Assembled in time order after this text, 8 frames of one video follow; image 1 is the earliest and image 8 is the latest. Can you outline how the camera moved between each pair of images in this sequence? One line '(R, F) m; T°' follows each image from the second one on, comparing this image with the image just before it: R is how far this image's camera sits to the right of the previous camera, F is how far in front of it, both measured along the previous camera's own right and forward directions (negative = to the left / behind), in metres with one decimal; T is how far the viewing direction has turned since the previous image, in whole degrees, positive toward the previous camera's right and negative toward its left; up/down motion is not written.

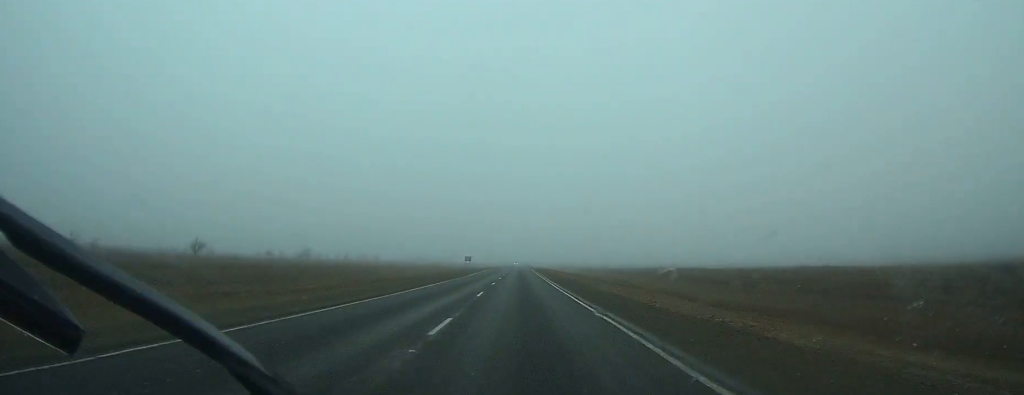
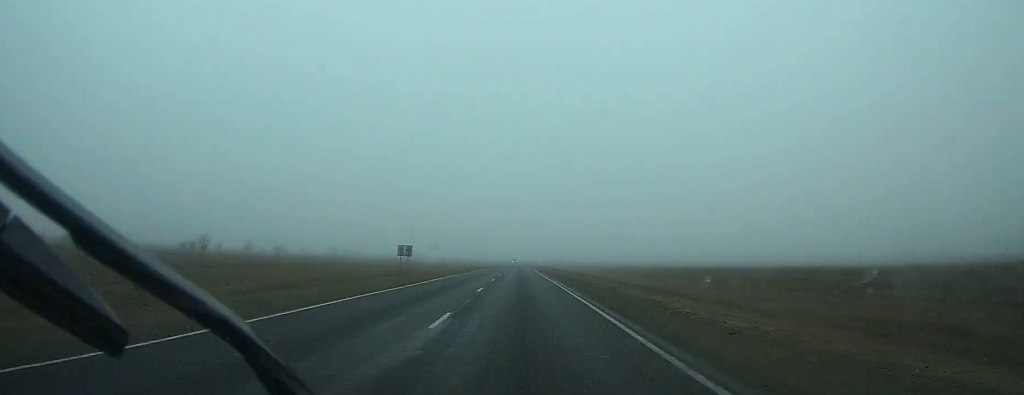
(0.0, +74.8) m; 0°
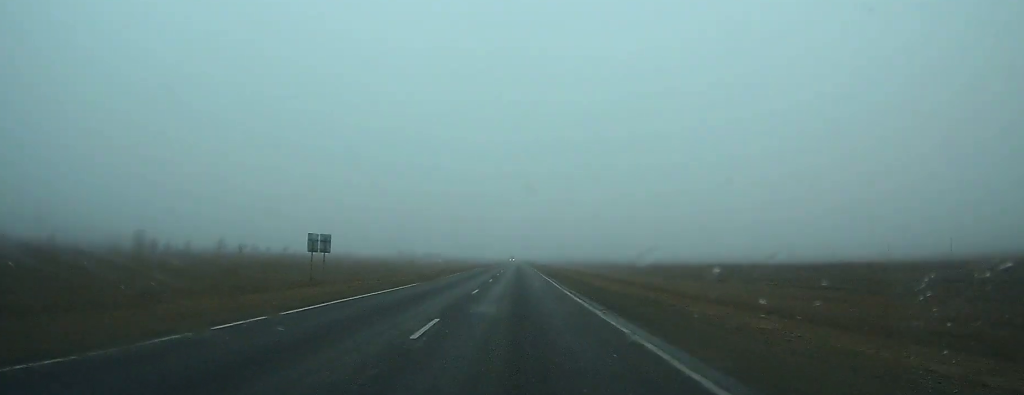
(0.0, +26.1) m; 0°
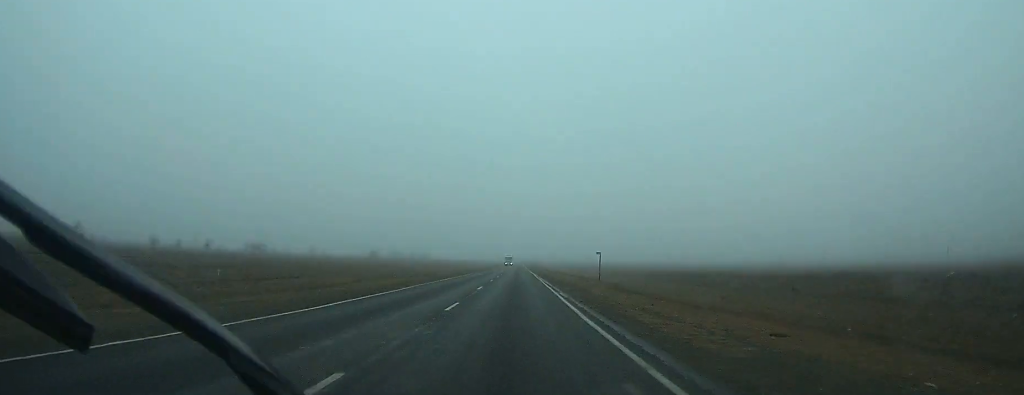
(0.0, +88.8) m; 0°
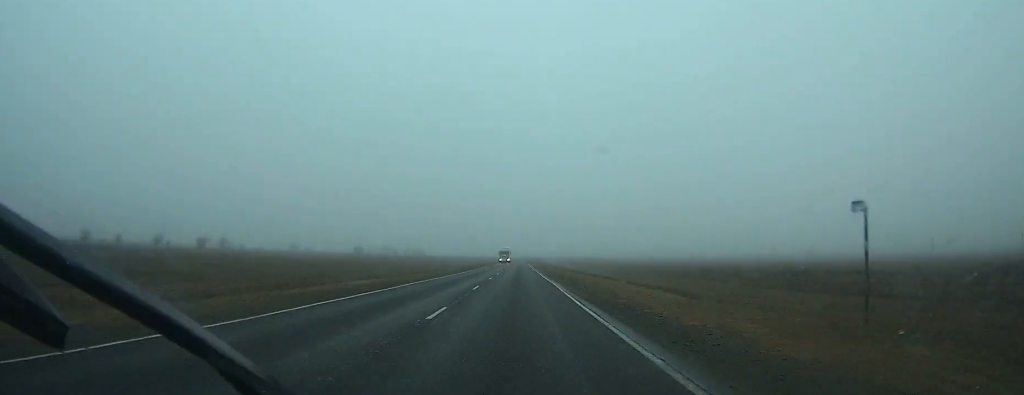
(0.0, +38.1) m; 0°
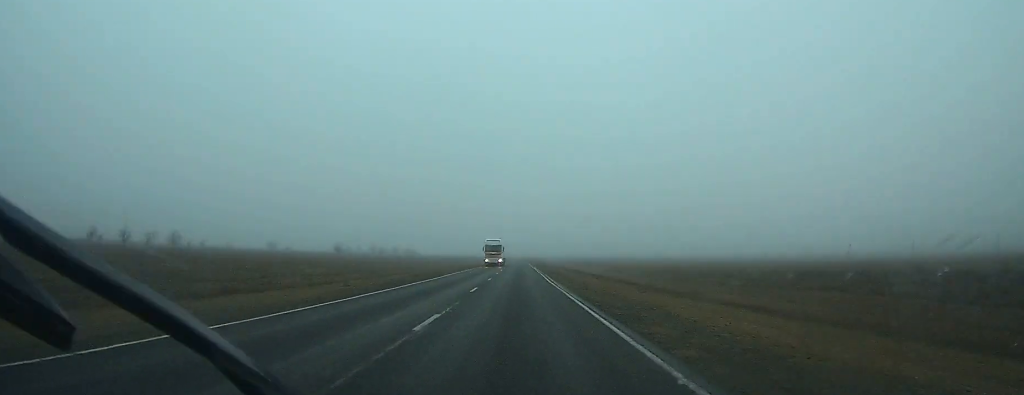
(0.0, +36.9) m; 0°
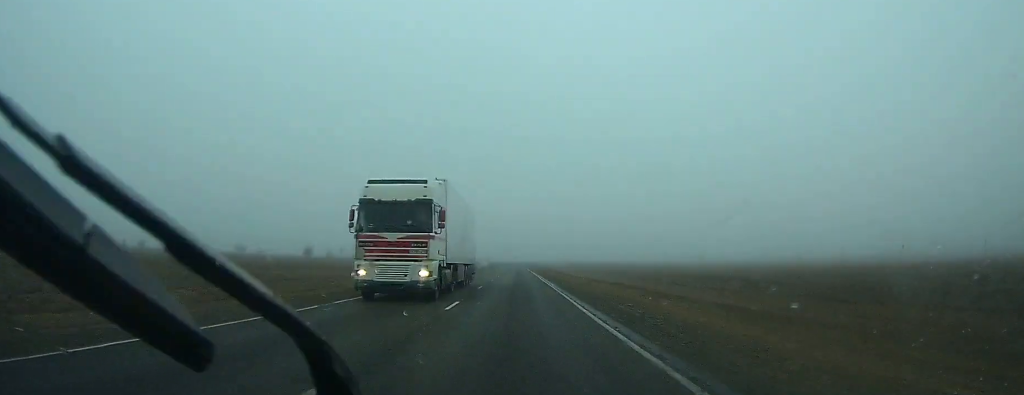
(+0.1, +45.3) m; 0°
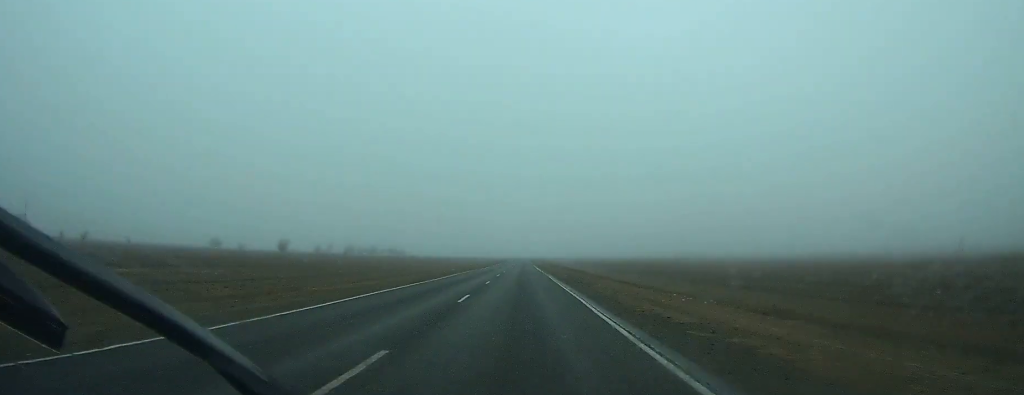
(0.0, +35.7) m; 0°
